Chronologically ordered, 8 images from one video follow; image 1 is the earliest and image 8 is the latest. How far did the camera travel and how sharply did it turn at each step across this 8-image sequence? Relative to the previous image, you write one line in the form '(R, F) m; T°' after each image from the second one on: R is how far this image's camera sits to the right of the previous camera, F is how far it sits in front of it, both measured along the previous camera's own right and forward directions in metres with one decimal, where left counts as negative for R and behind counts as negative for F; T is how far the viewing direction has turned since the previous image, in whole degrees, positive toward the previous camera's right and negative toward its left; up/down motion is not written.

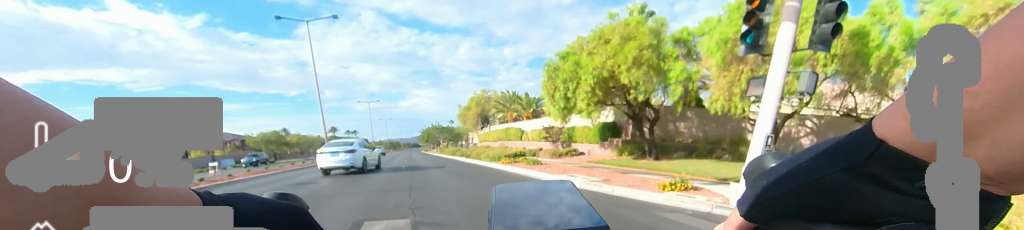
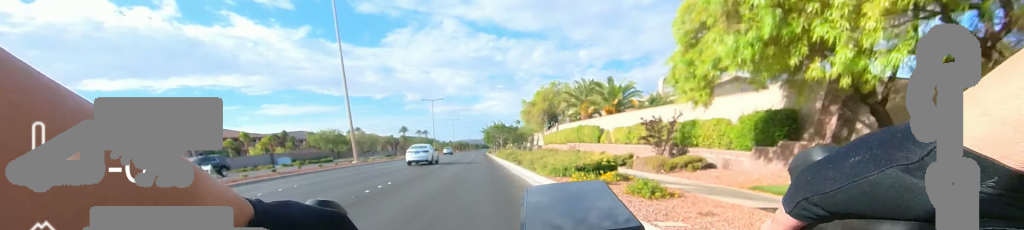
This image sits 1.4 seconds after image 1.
(-1.2, +9.7) m; -13°
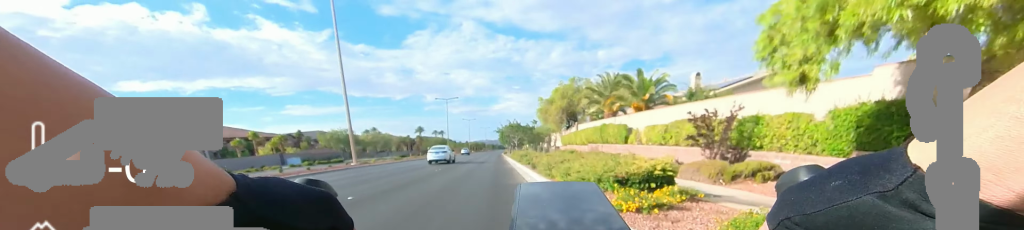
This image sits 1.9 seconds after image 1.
(-0.5, +3.3) m; 0°
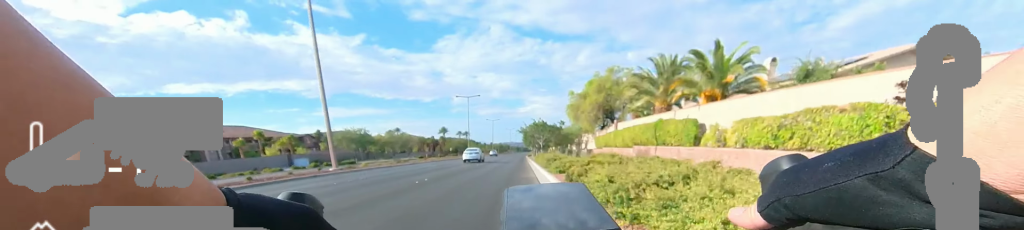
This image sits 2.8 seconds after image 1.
(+0.6, +6.8) m; +7°
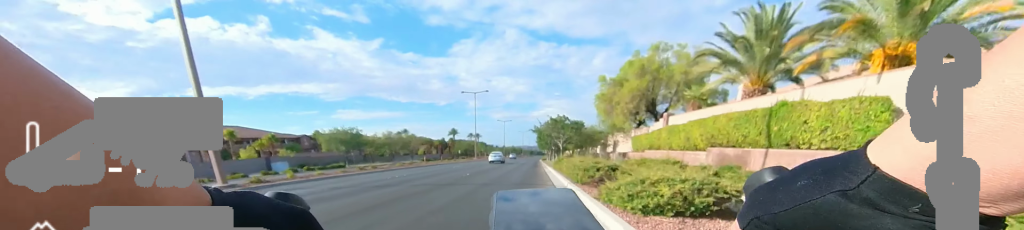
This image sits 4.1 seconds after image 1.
(+0.5, +9.5) m; +3°
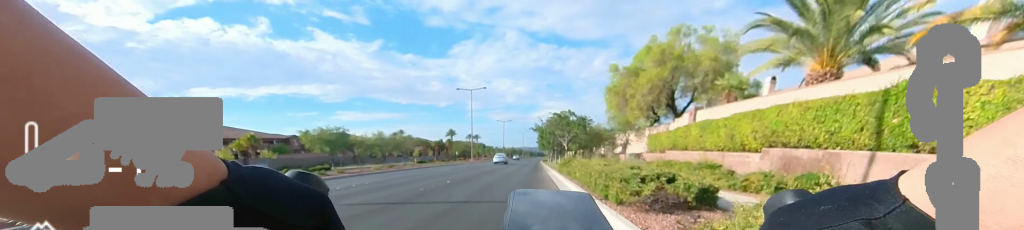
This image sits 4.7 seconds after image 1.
(0.0, +4.4) m; -5°
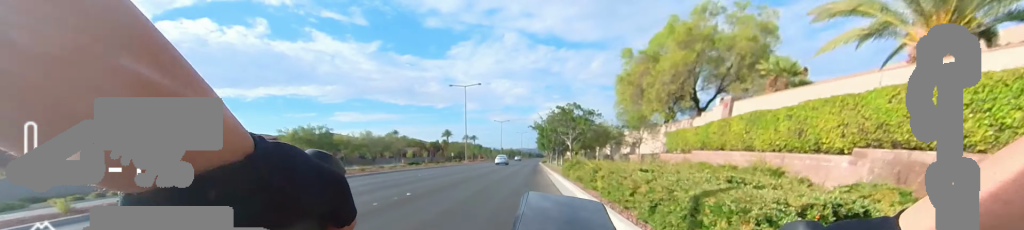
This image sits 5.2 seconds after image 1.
(+0.2, +4.2) m; -4°
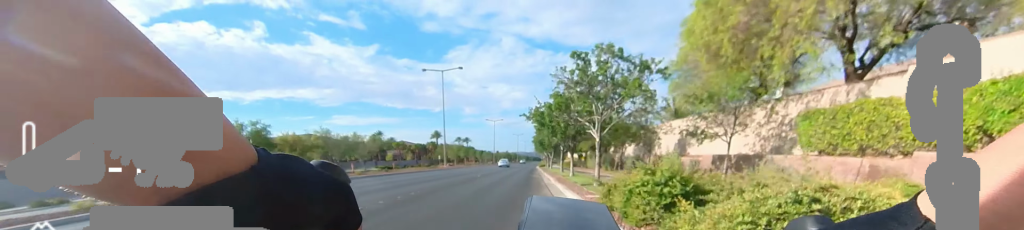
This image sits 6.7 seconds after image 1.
(-0.4, +12.1) m; +5°
